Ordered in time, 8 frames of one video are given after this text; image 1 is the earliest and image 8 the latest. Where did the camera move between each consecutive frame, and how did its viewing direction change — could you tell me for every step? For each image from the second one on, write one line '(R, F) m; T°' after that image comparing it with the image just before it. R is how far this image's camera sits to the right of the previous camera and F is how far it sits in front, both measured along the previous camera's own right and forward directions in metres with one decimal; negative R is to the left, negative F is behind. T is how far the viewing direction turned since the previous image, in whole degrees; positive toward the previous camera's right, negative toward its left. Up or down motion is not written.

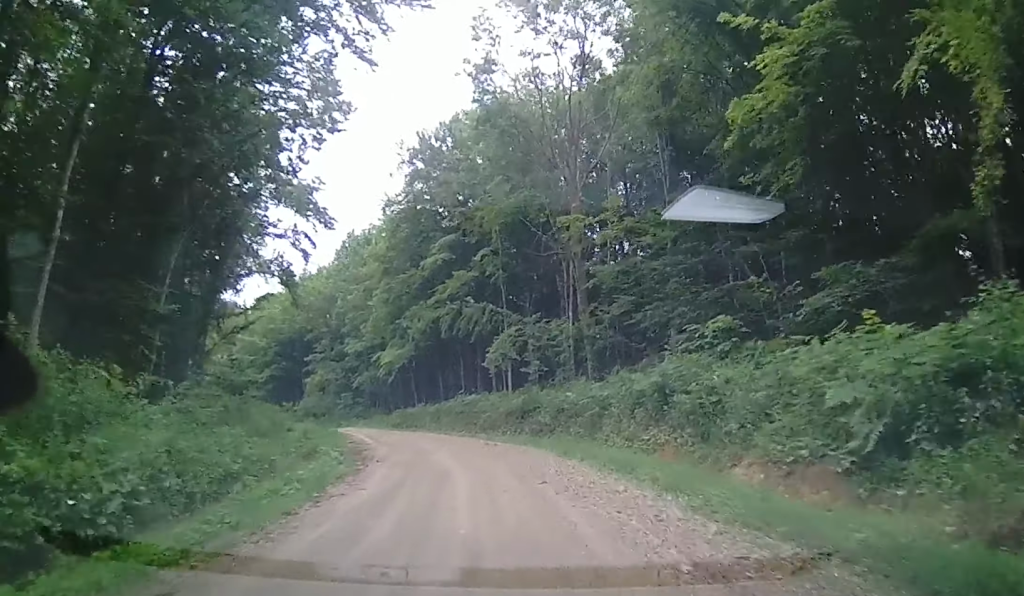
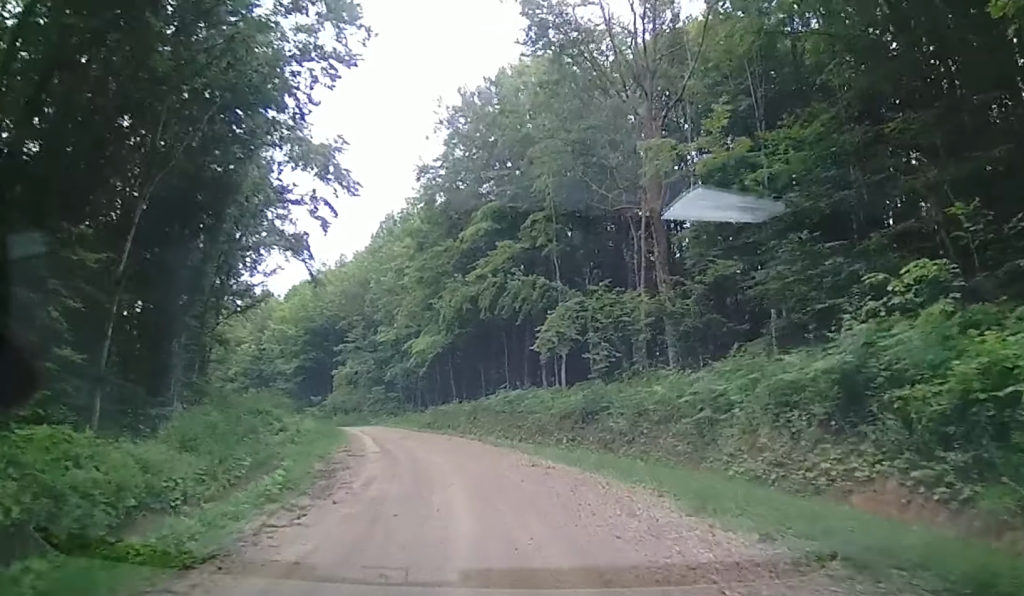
(-0.2, +7.8) m; -6°
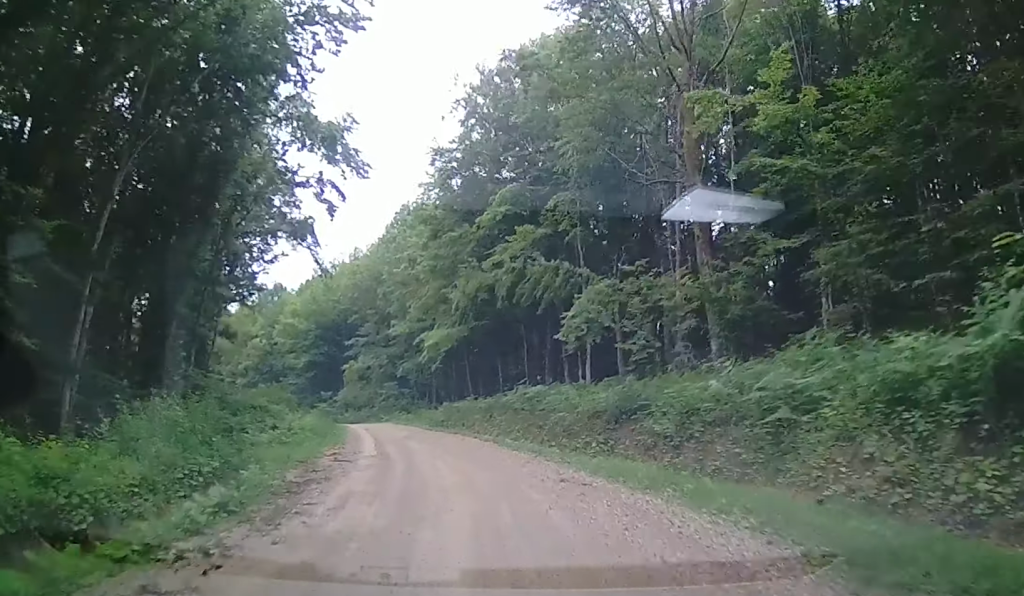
(0.0, +3.1) m; -3°
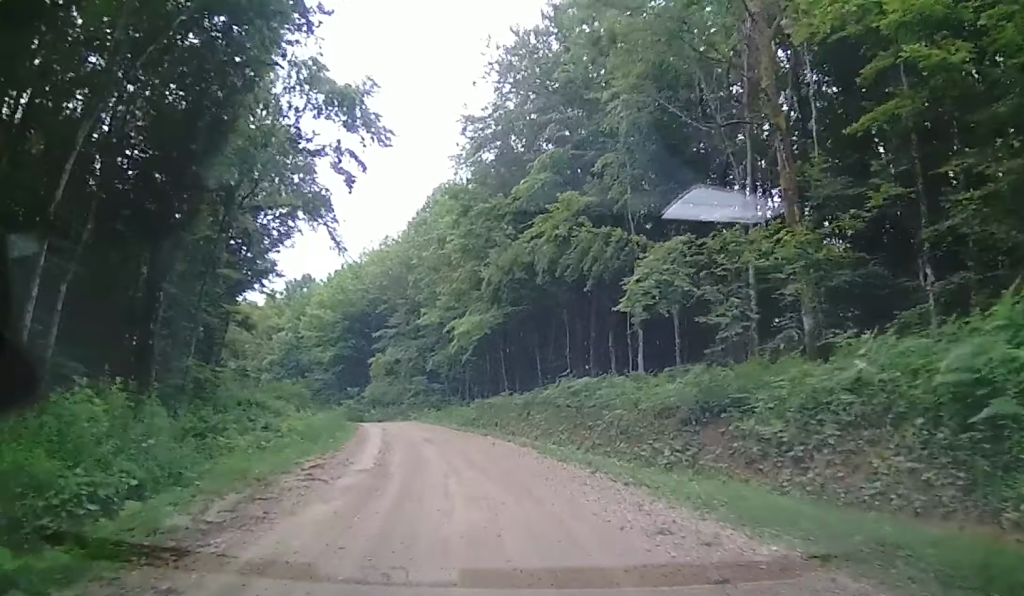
(-0.4, +4.7) m; 0°
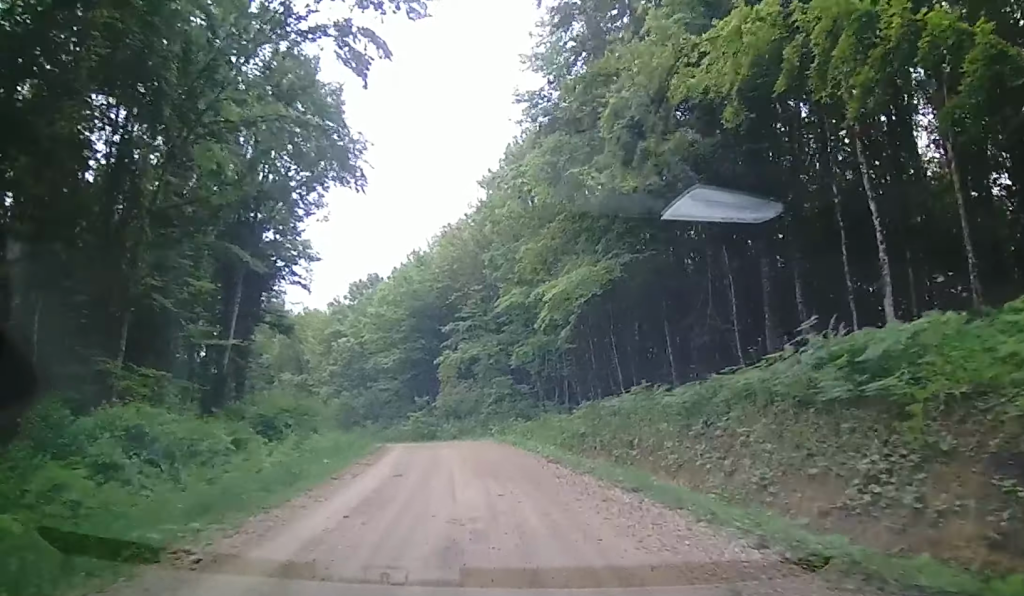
(+0.2, +14.7) m; -4°
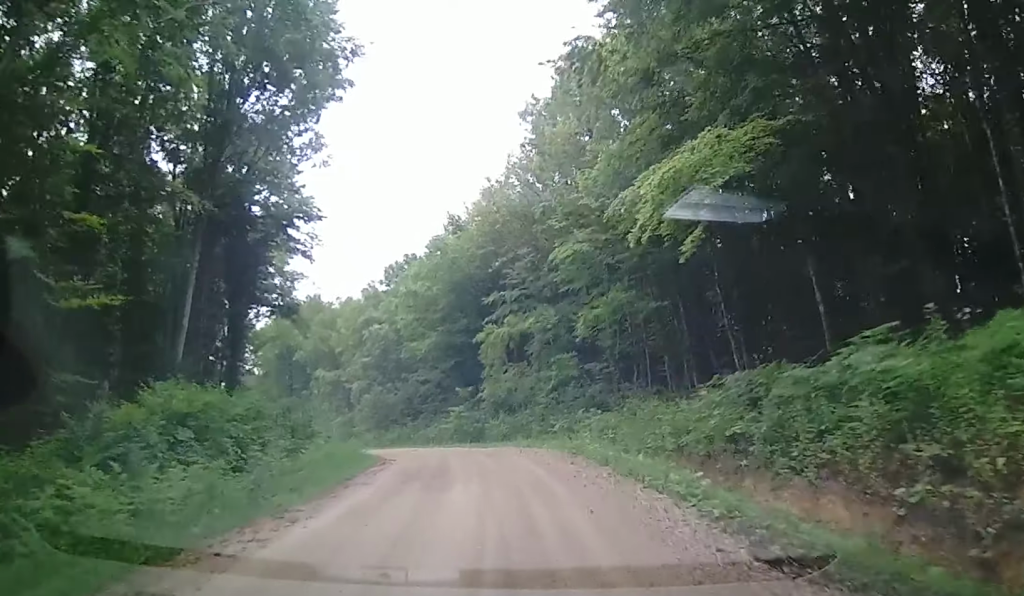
(-1.2, +10.8) m; -13°
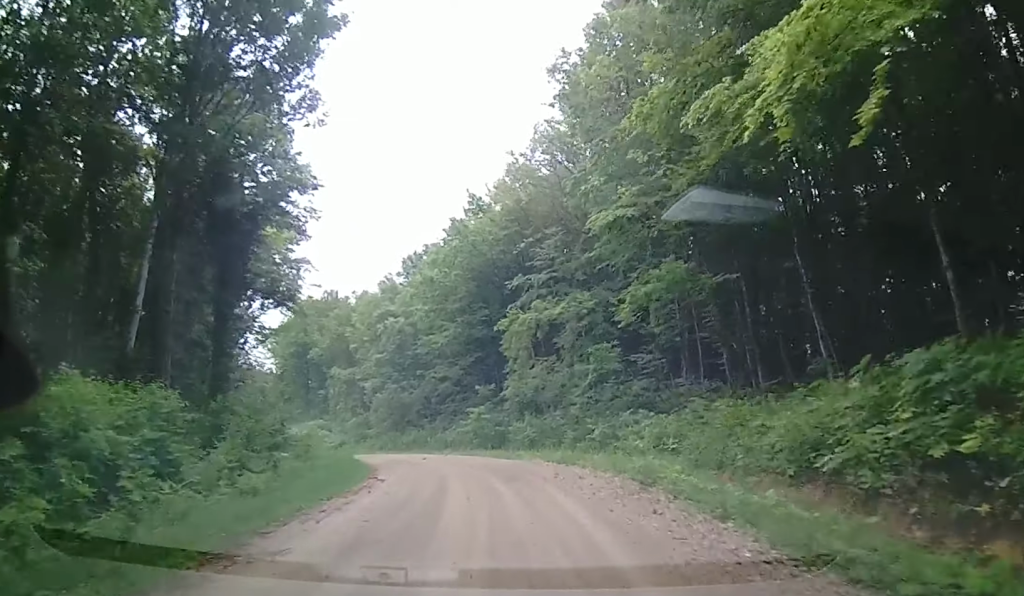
(-0.5, +5.5) m; 0°
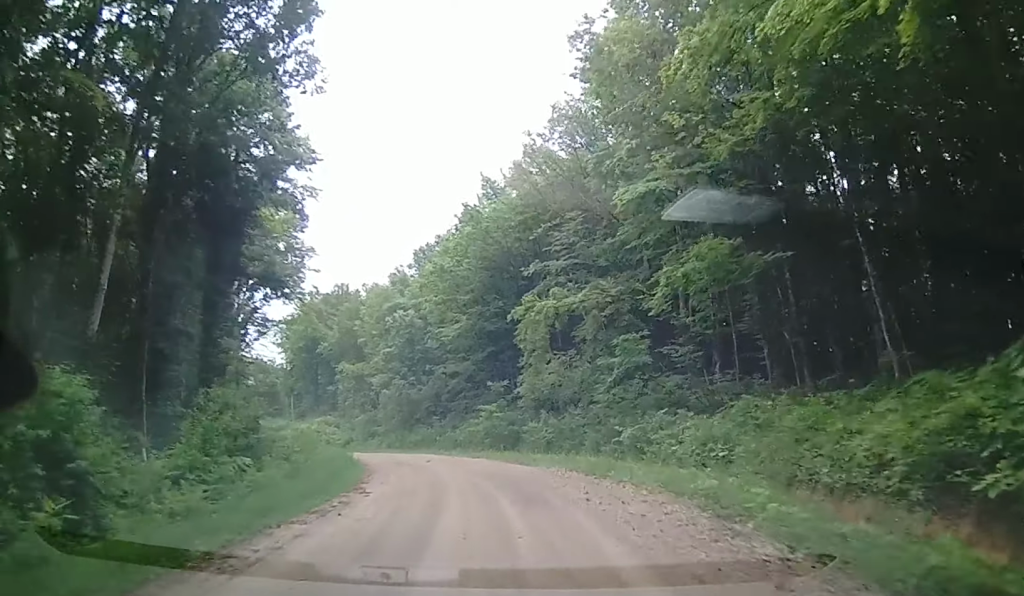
(+0.1, +2.9) m; 0°
